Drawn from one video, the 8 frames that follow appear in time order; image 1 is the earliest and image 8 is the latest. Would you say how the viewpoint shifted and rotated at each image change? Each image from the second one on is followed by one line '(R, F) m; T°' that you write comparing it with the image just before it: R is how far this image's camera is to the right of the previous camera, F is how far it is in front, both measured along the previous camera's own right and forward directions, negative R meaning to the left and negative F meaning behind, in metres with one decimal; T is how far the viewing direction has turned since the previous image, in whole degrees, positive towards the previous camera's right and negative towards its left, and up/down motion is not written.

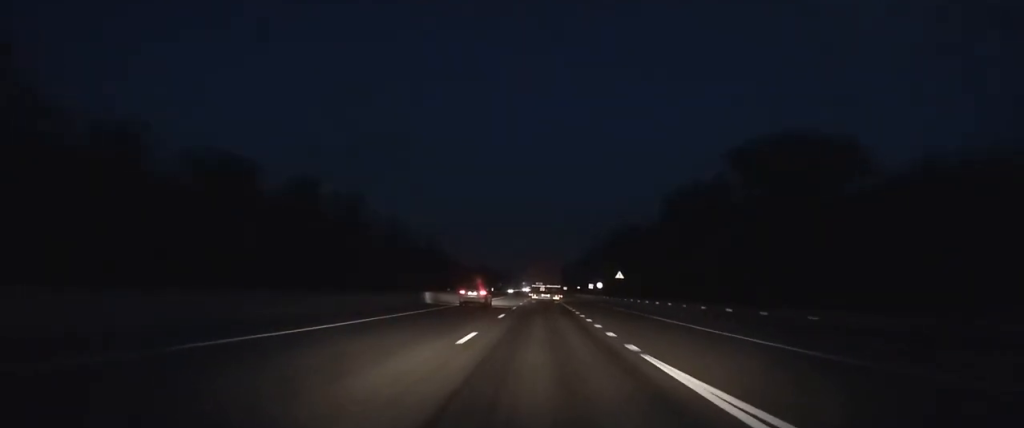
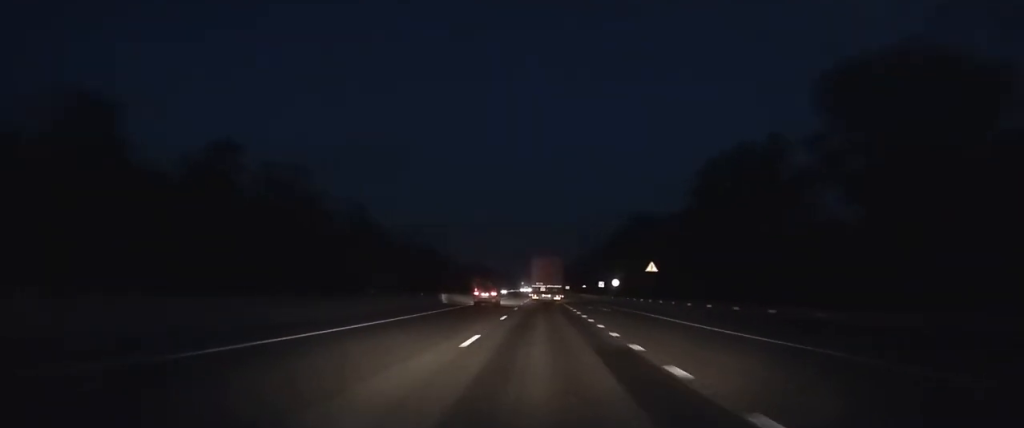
(0.0, +18.0) m; 0°
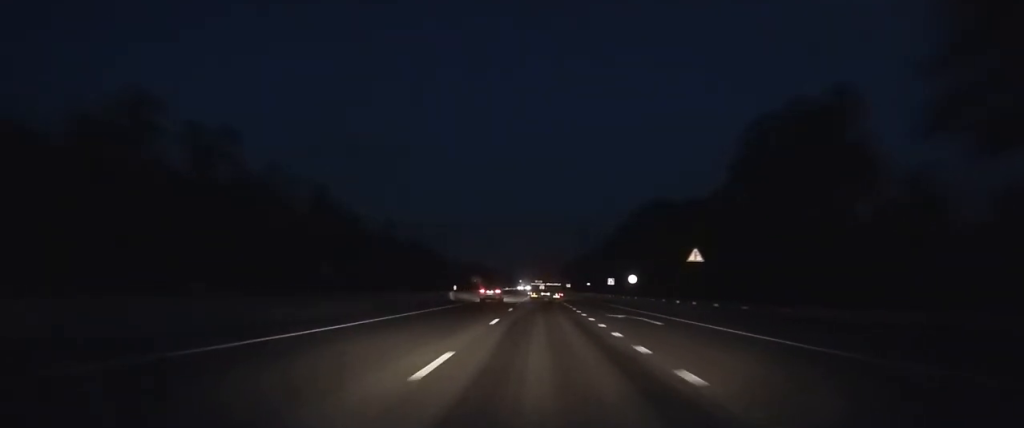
(0.0, +15.6) m; 0°
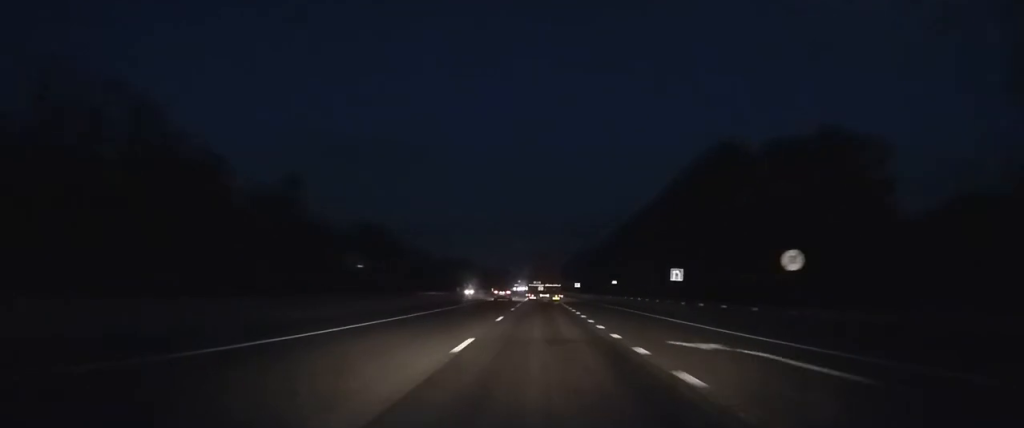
(-0.2, +51.5) m; 0°
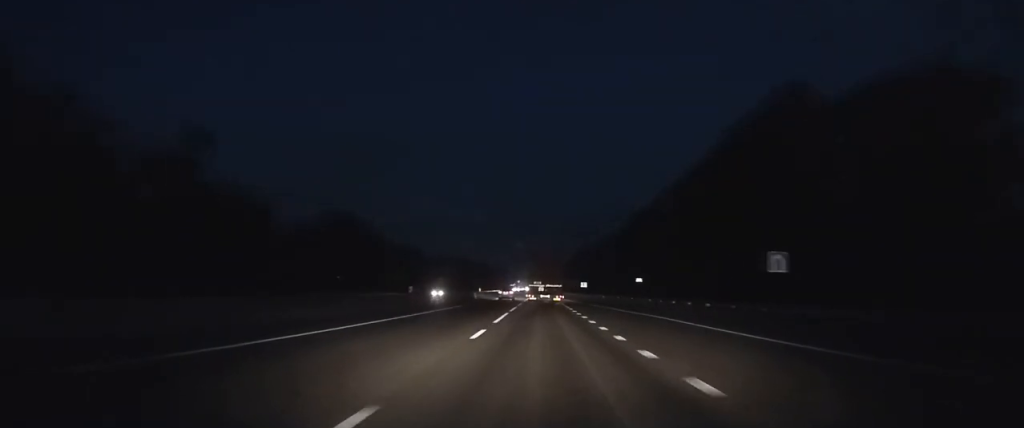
(0.0, +25.0) m; 0°
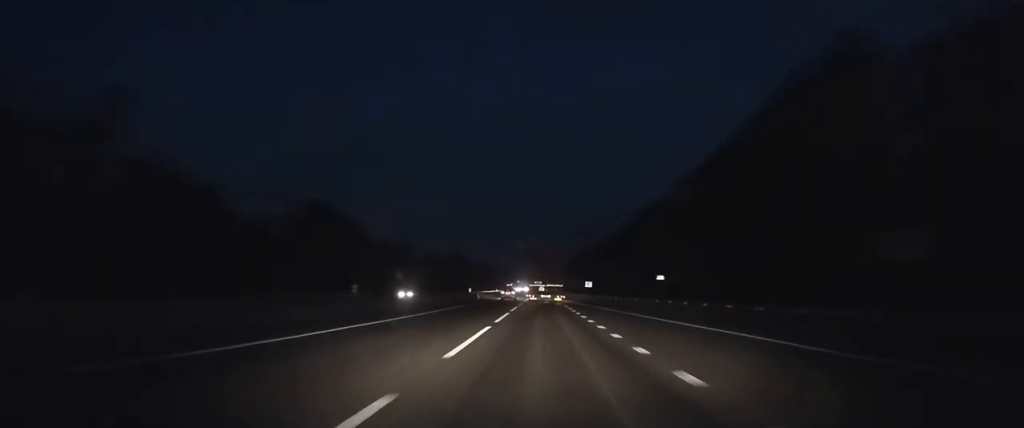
(0.0, +12.5) m; 0°
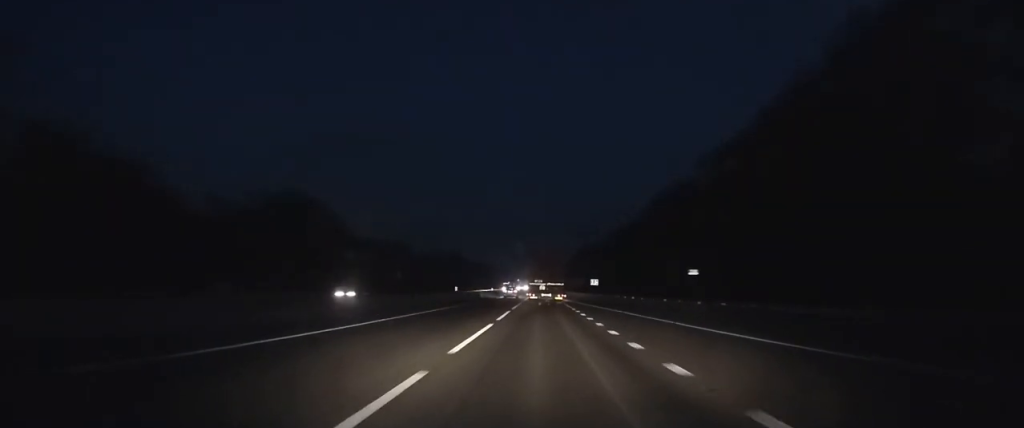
(0.0, +11.3) m; 0°
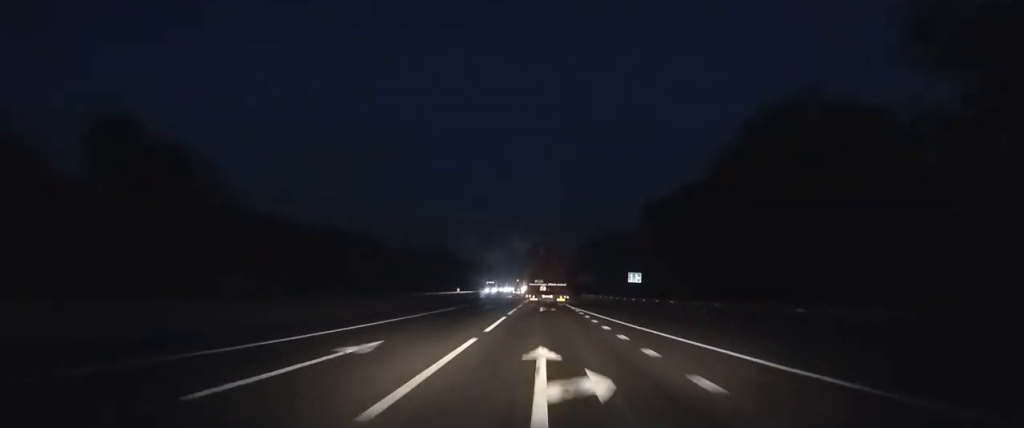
(0.0, +38.2) m; 0°
